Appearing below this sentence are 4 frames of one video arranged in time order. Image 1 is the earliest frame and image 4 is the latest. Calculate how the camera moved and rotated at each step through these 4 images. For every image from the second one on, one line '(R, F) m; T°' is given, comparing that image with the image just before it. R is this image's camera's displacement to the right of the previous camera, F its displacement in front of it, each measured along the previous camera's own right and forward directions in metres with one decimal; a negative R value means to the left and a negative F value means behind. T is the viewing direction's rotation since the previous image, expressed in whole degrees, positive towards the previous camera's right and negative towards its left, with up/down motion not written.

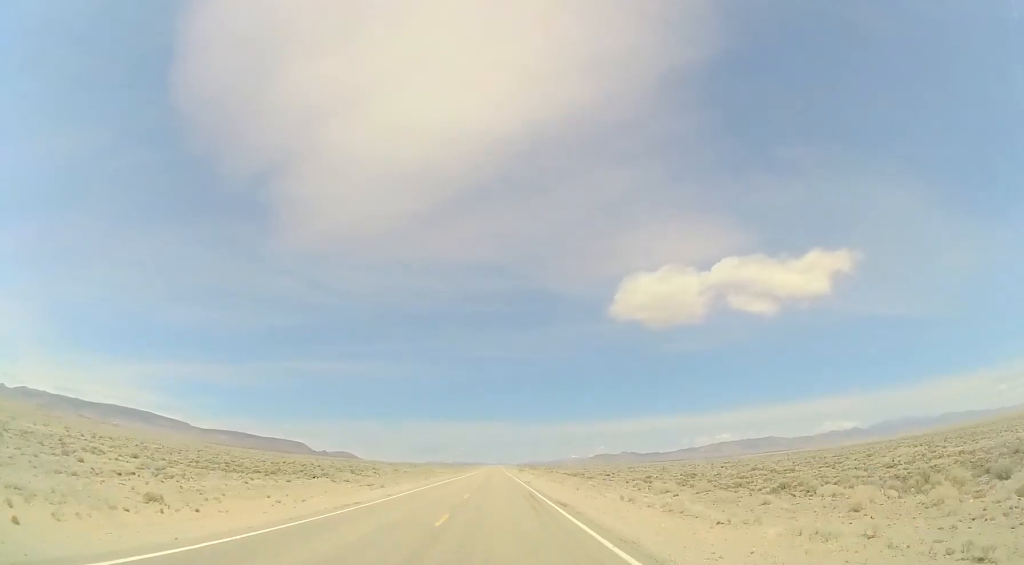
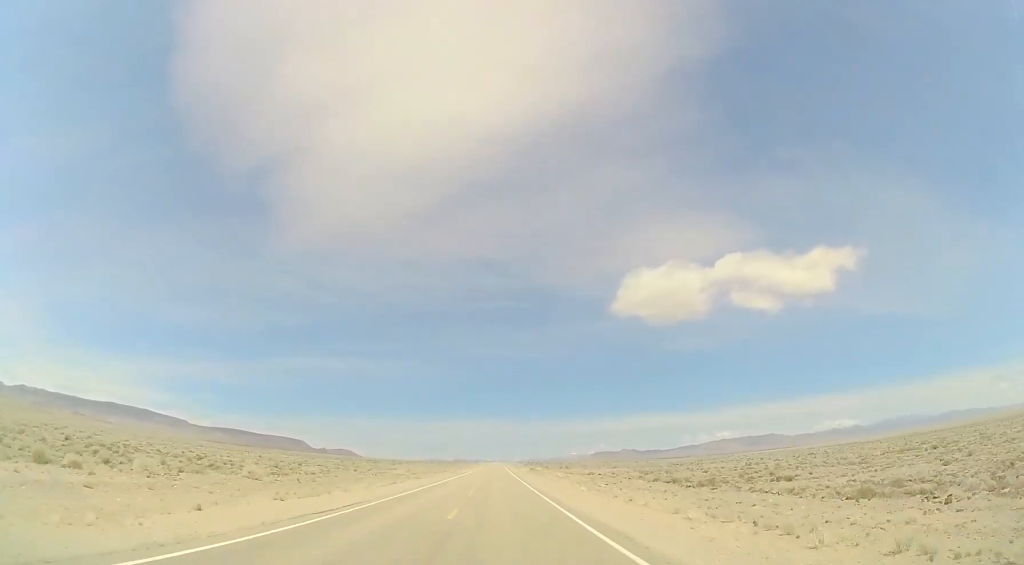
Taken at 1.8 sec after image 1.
(-0.4, +59.1) m; 0°
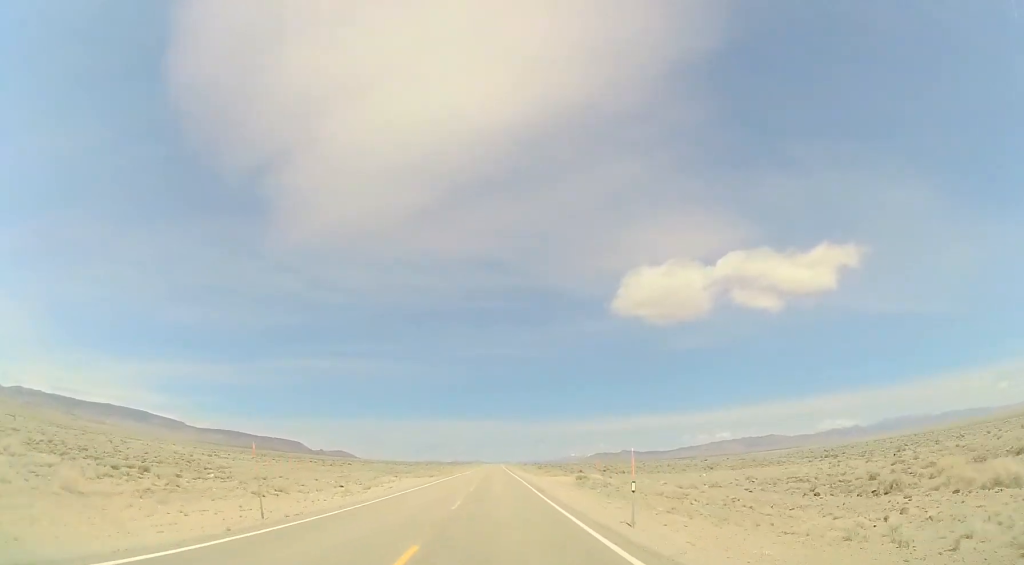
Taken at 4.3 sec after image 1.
(+1.4, +82.9) m; +1°
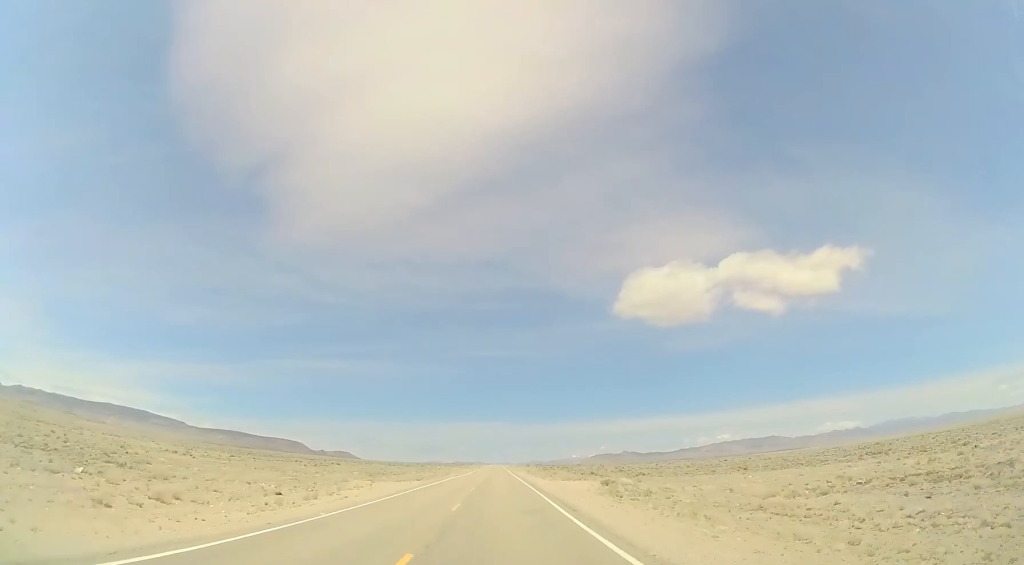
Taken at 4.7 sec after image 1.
(-0.1, +13.0) m; 0°
